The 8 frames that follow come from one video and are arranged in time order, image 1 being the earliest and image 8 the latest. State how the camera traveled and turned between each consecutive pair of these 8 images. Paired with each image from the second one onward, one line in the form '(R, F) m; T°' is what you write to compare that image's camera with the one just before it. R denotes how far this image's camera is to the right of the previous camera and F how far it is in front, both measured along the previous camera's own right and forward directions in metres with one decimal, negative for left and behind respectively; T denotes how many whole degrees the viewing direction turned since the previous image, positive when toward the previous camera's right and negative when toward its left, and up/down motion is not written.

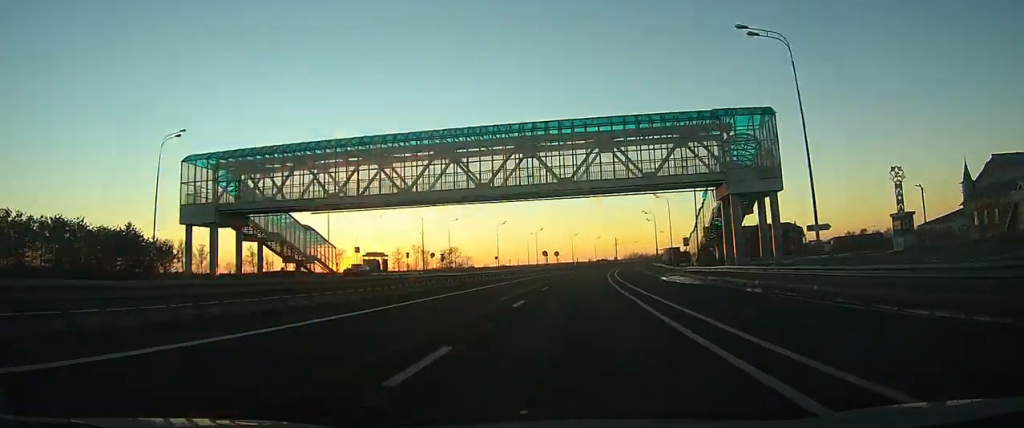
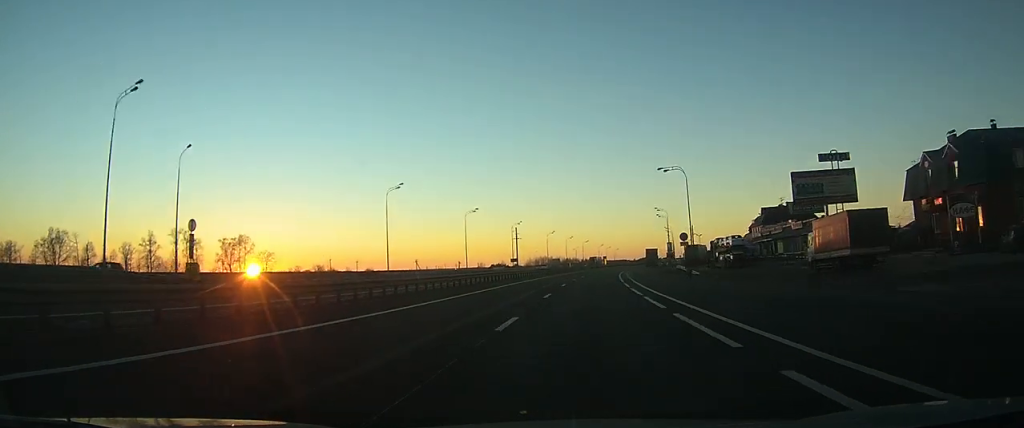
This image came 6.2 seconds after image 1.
(+10.5, +133.2) m; +9°
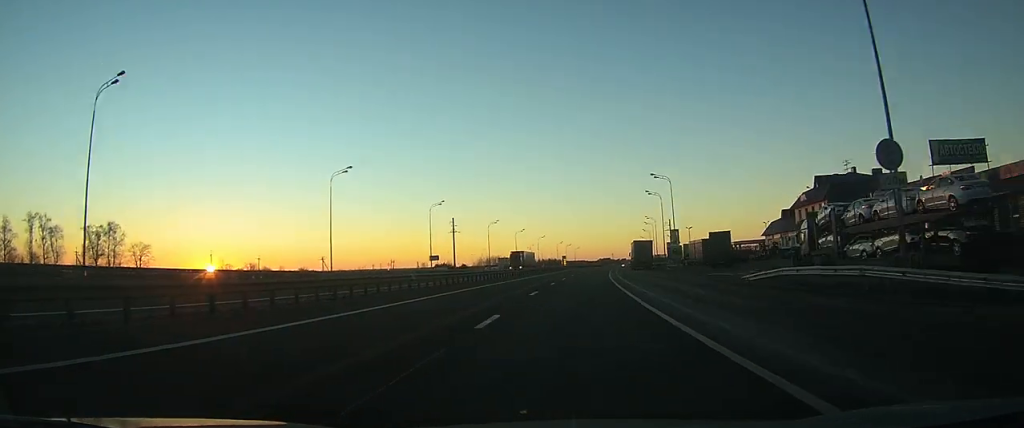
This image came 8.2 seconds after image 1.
(+1.6, +48.3) m; +4°
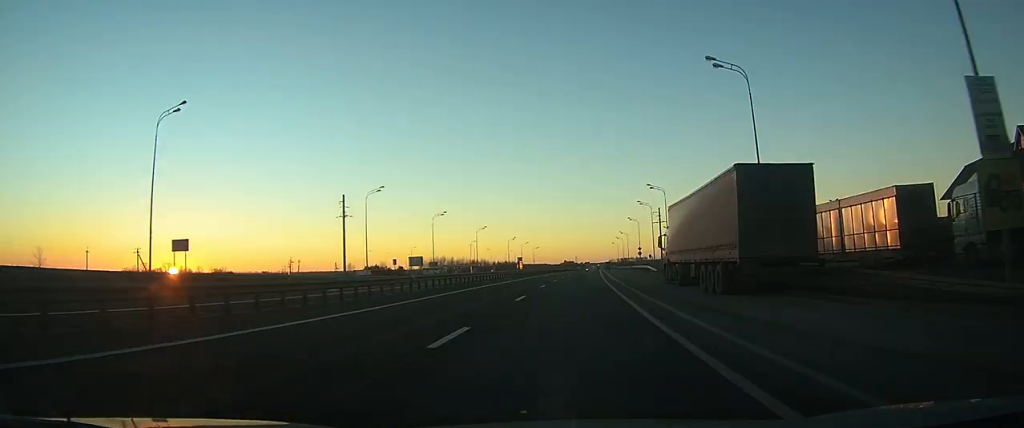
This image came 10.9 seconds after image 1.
(+2.8, +63.3) m; +4°
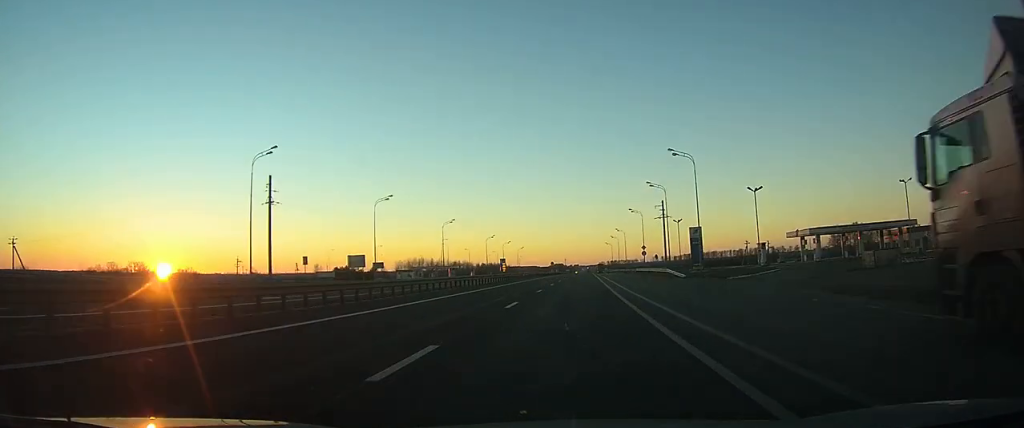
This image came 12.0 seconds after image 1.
(+0.4, +26.8) m; +1°
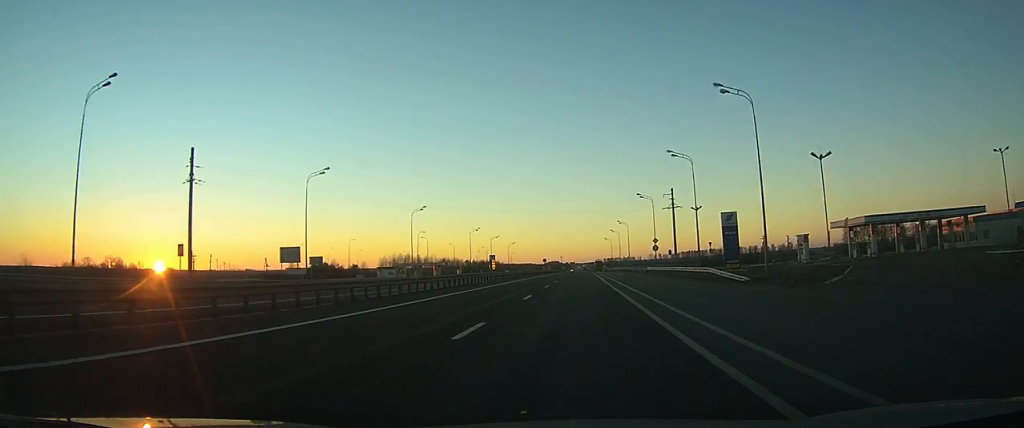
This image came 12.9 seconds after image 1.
(+0.3, +21.1) m; +1°
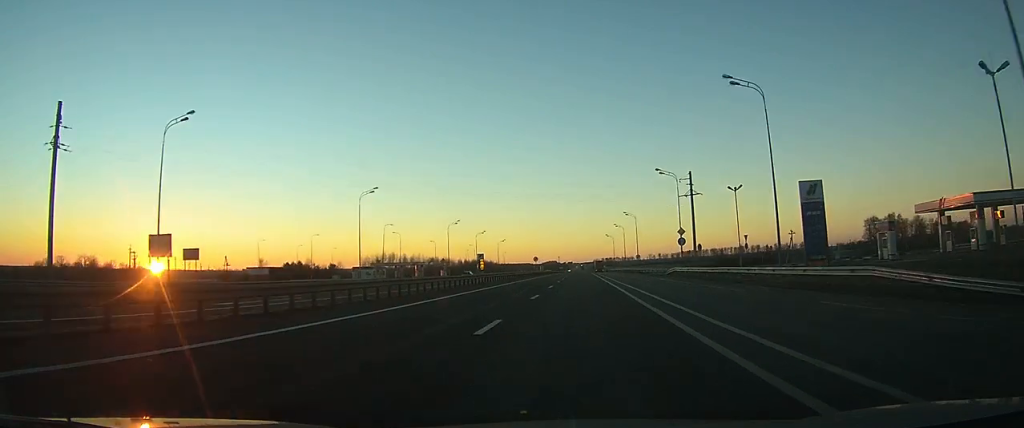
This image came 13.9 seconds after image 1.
(+0.2, +24.7) m; +1°
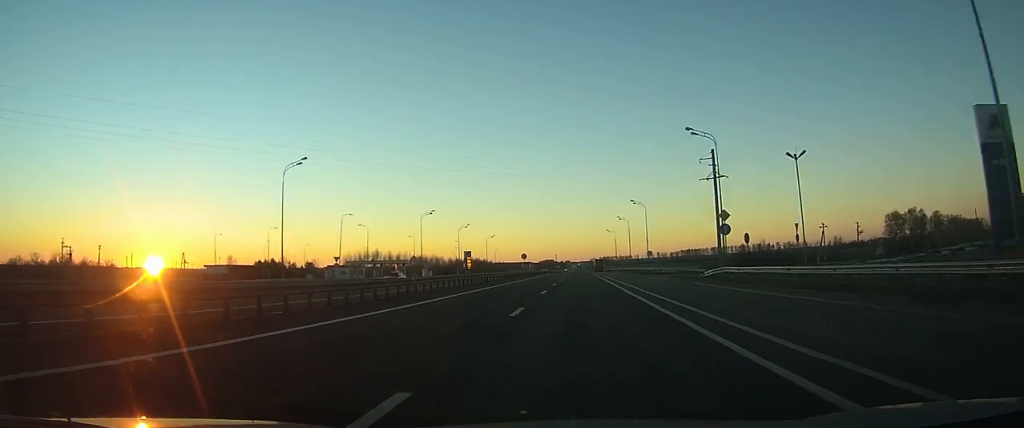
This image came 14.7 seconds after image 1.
(+0.1, +22.7) m; 0°
